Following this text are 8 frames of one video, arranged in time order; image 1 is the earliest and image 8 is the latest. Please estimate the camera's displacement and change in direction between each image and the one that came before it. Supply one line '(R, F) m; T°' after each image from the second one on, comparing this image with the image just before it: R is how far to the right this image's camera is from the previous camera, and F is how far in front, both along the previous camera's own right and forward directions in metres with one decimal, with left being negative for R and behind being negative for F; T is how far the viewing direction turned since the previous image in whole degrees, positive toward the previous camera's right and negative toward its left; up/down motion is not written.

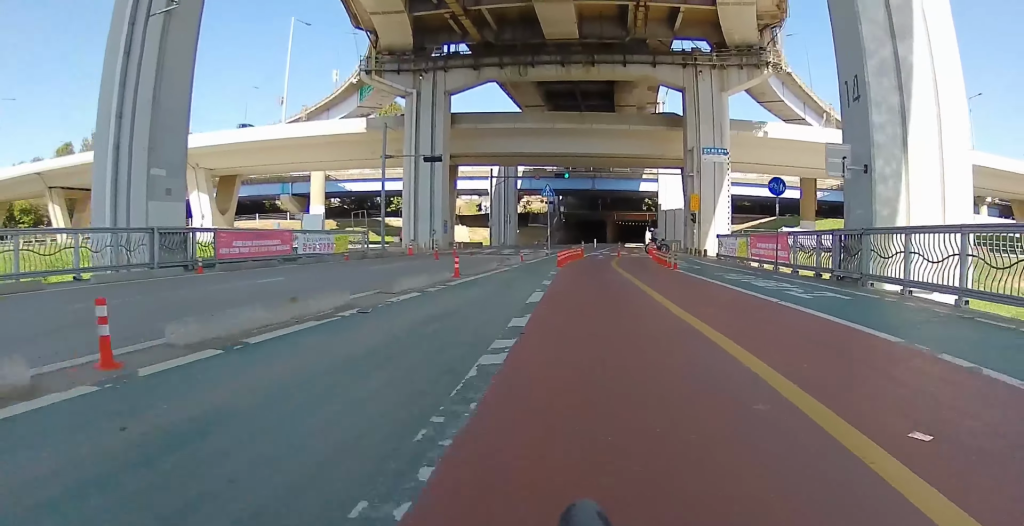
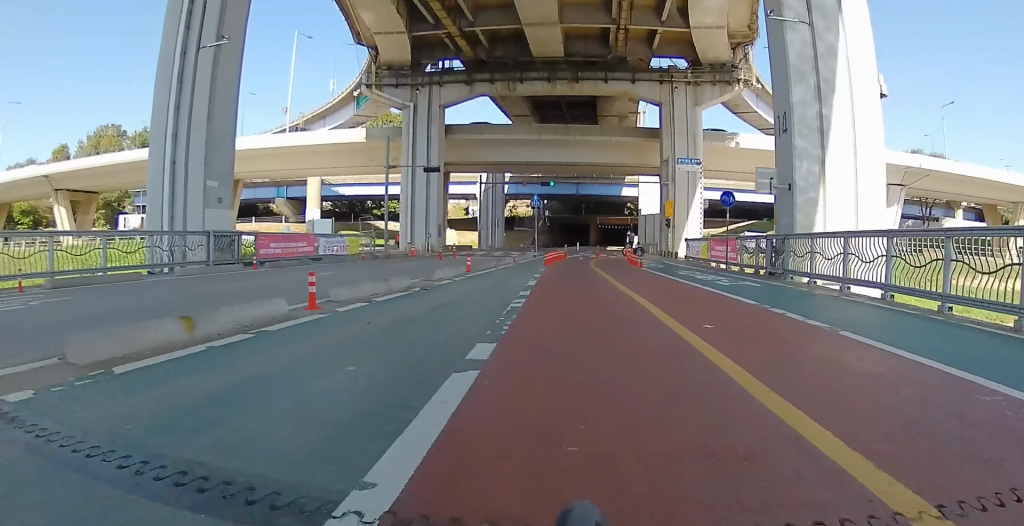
(+0.1, +3.5) m; 0°
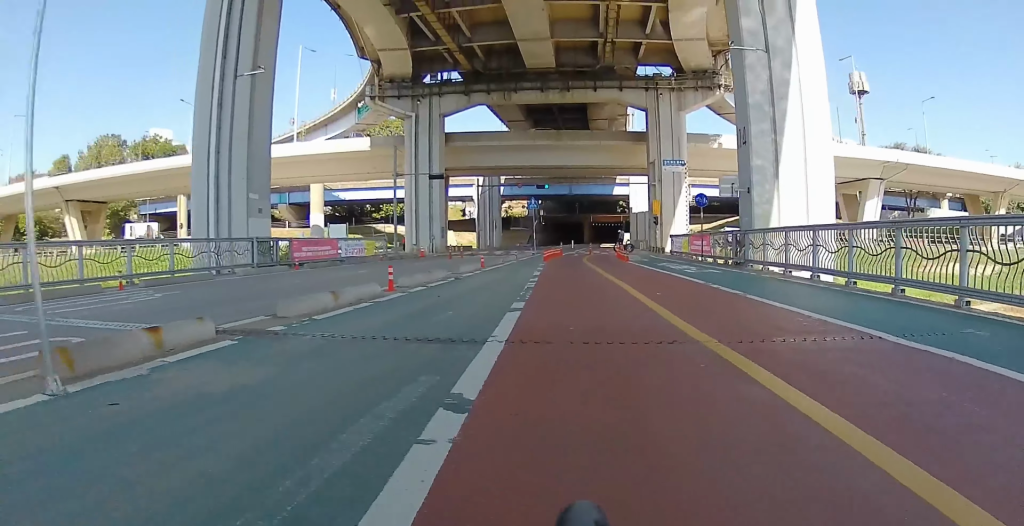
(+0.1, +3.1) m; 0°
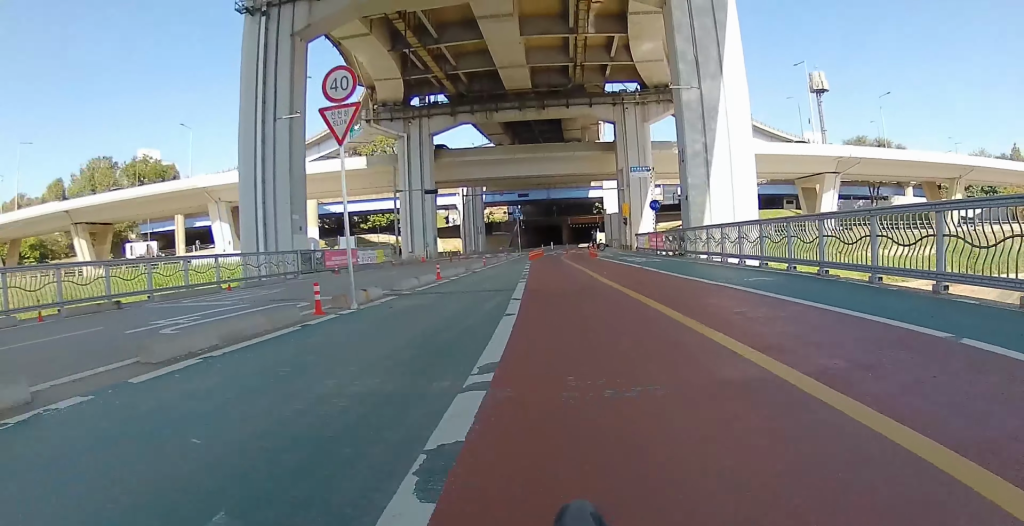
(-0.1, +5.8) m; -1°
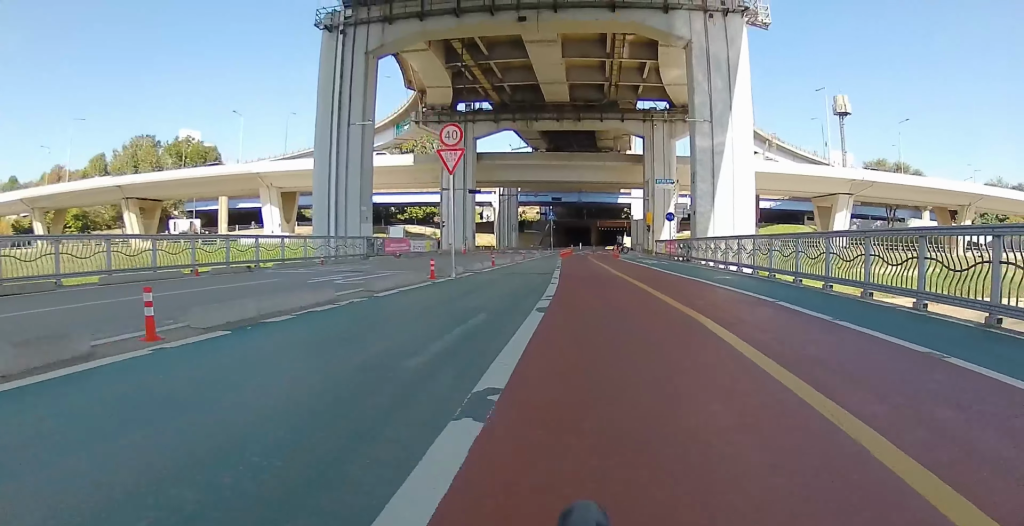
(0.0, +4.8) m; 0°
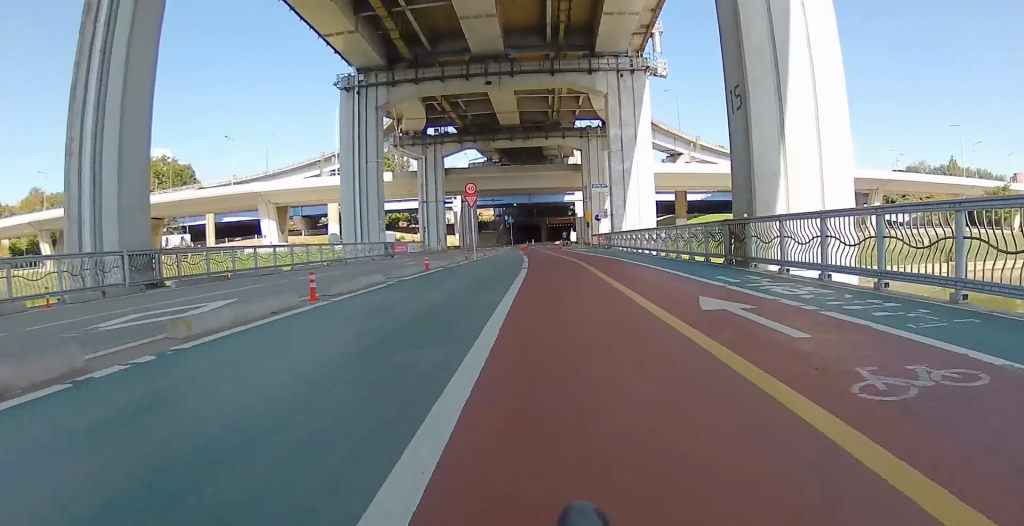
(+0.2, +12.8) m; +1°
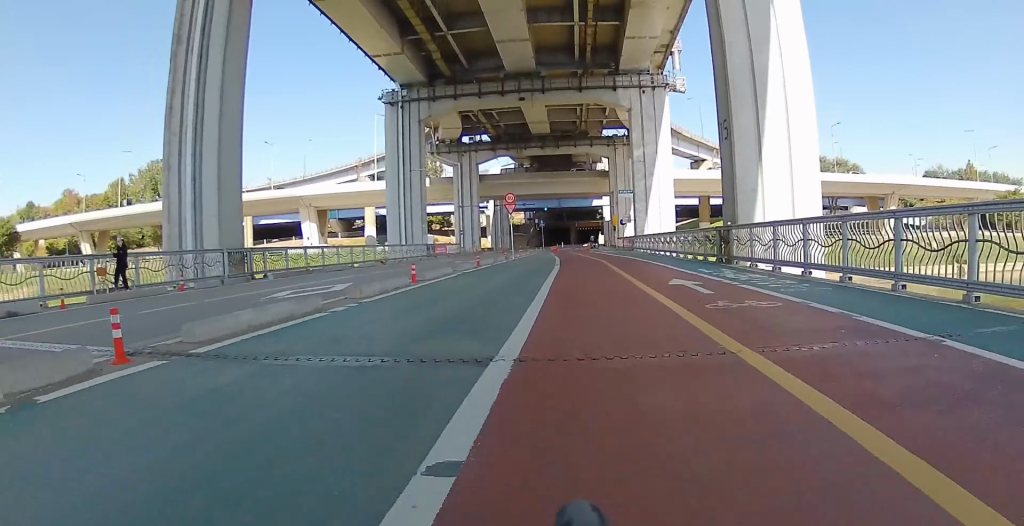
(+0.1, +4.0) m; 0°
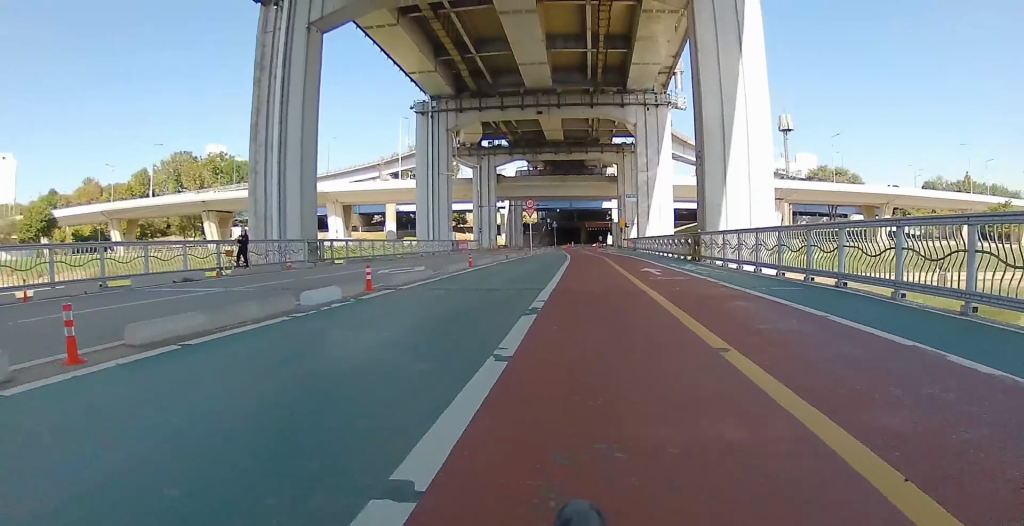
(-0.1, +5.8) m; 0°
